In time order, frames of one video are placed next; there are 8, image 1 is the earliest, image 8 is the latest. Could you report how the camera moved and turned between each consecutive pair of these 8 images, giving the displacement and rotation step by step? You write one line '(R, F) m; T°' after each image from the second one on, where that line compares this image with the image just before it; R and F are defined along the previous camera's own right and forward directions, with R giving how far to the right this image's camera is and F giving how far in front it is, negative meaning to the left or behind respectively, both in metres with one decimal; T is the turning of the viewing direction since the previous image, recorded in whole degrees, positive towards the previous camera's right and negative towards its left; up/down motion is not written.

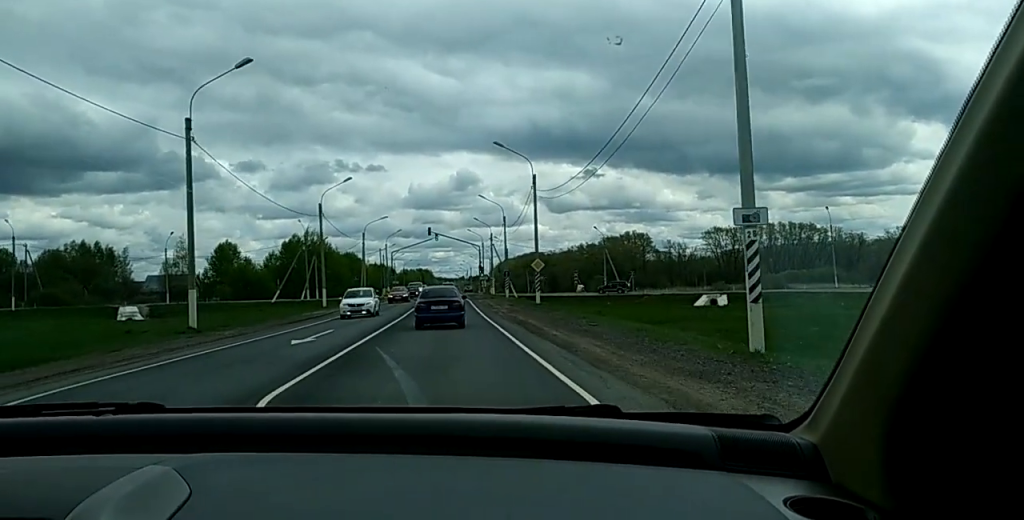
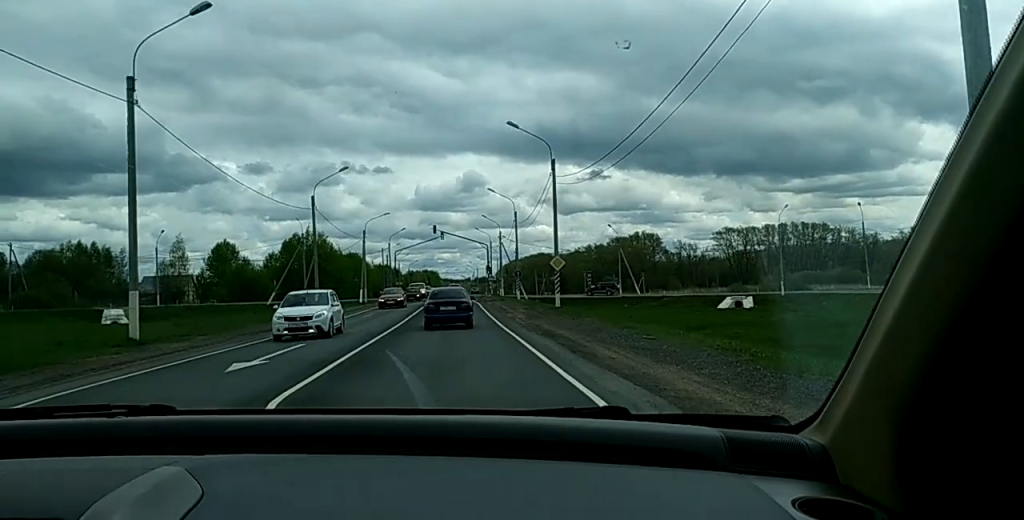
(0.0, +7.3) m; +1°
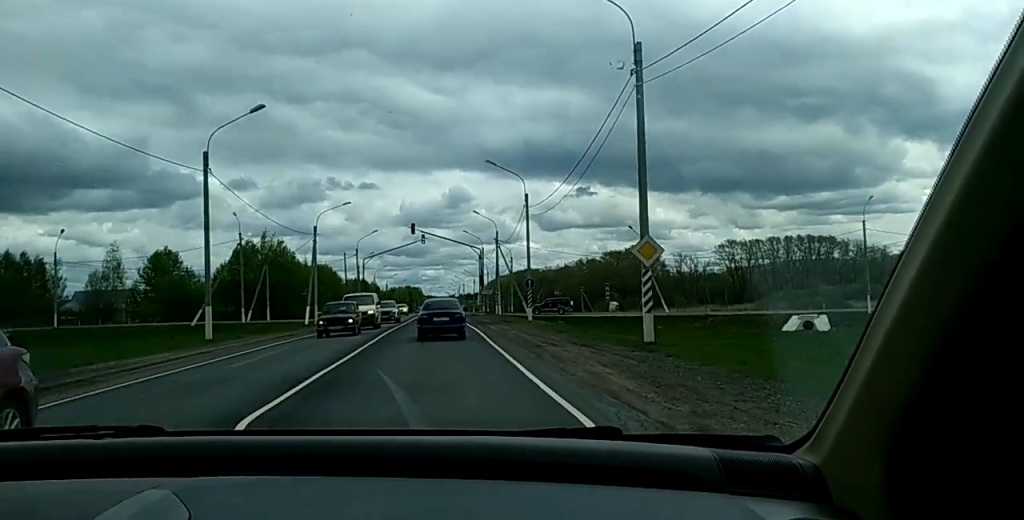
(+0.5, +23.5) m; +1°
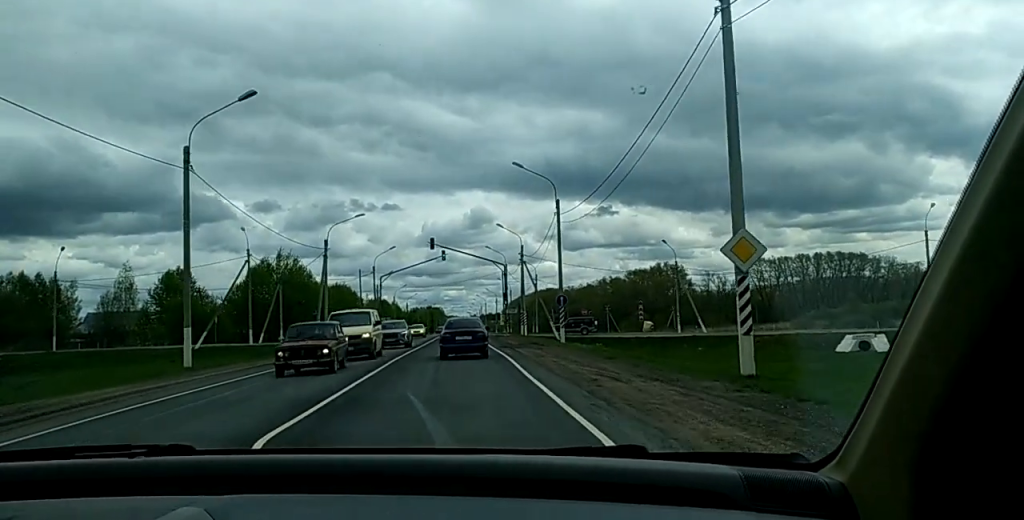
(0.0, +5.8) m; -1°
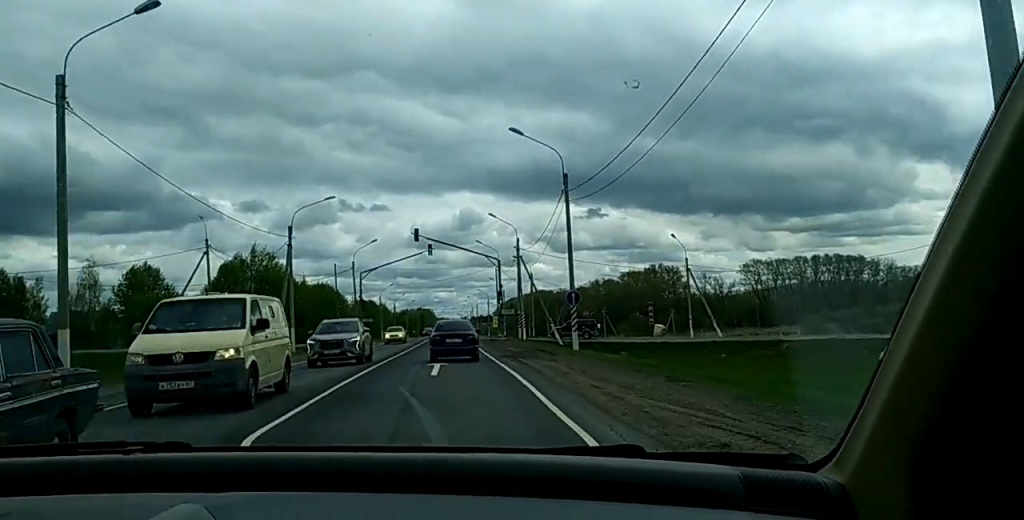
(-0.1, +8.4) m; -1°
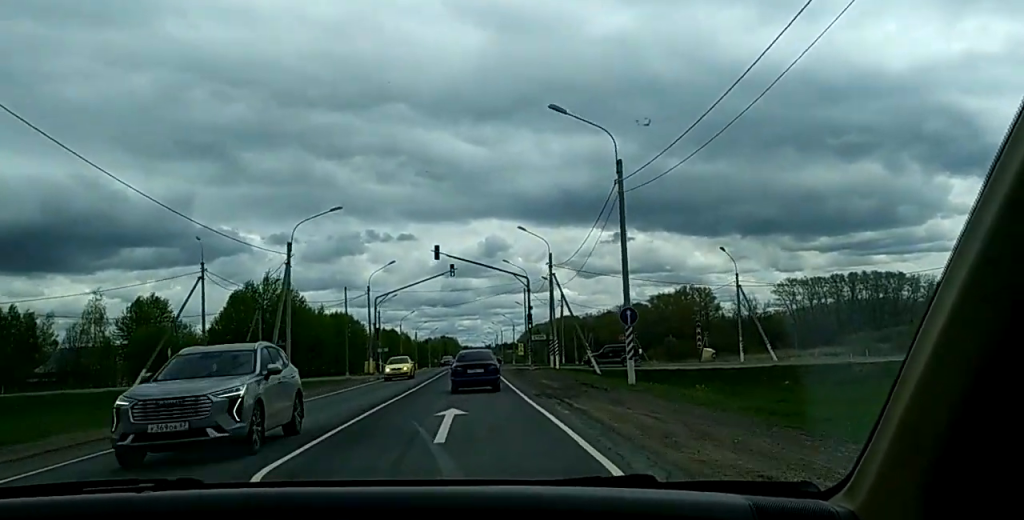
(-0.2, +9.0) m; 0°
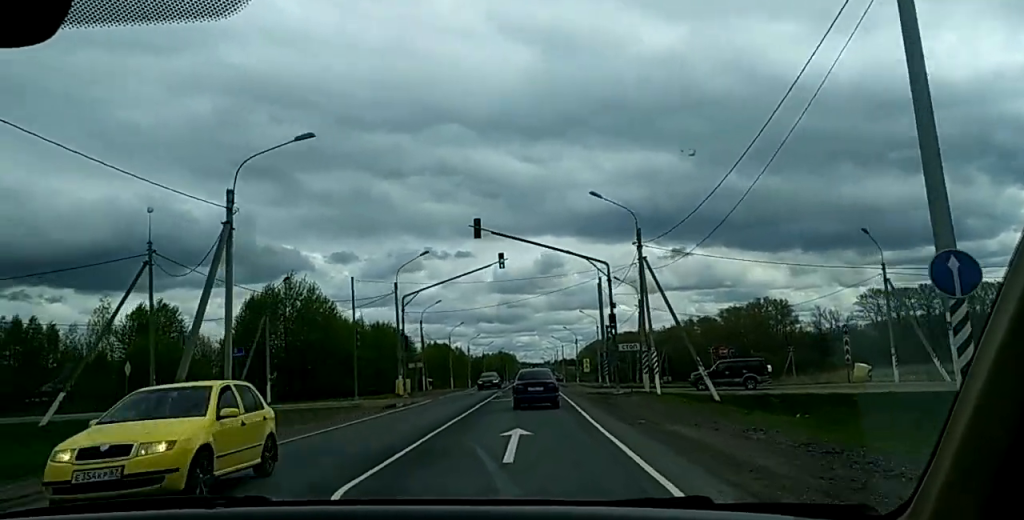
(+0.3, +23.5) m; +2°
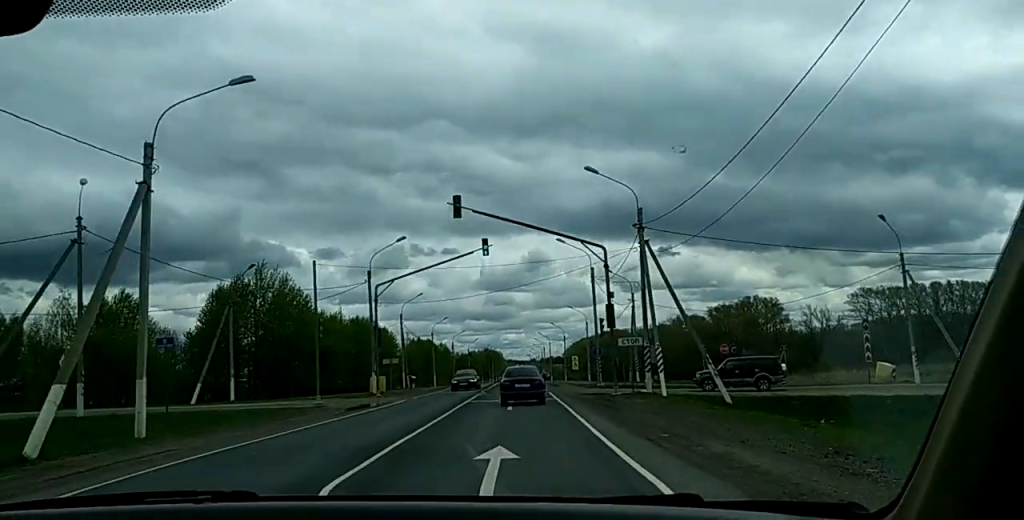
(0.0, +6.0) m; 0°
